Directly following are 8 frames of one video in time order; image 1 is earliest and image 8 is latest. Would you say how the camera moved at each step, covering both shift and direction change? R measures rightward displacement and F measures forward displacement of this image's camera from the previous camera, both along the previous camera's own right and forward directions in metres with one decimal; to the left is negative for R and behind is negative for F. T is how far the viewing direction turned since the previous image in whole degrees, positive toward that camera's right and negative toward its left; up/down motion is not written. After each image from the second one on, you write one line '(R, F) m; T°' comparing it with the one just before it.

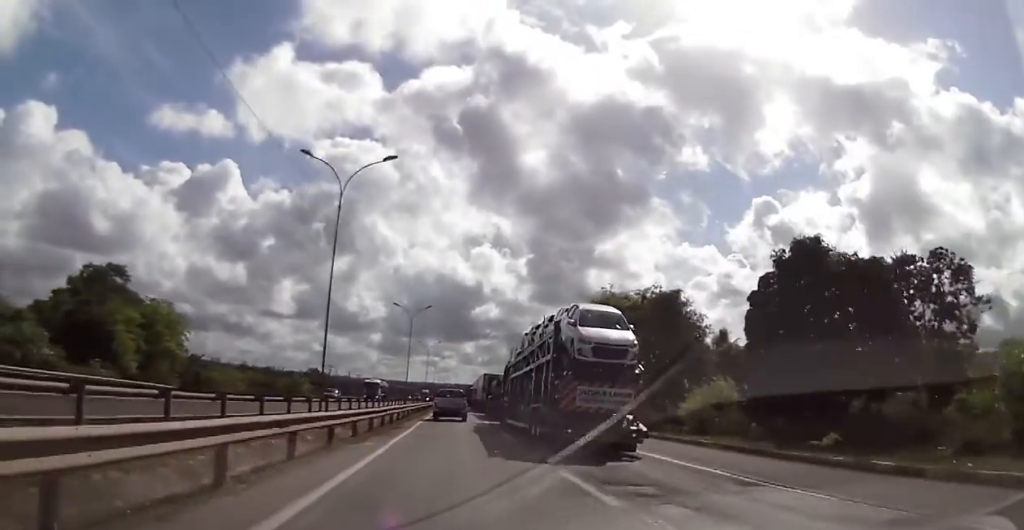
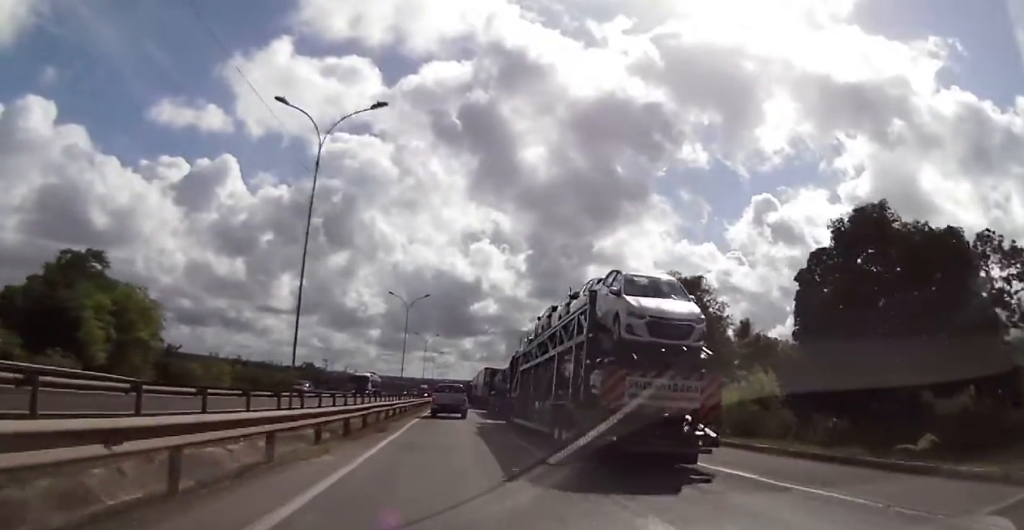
(0.0, +6.0) m; 0°
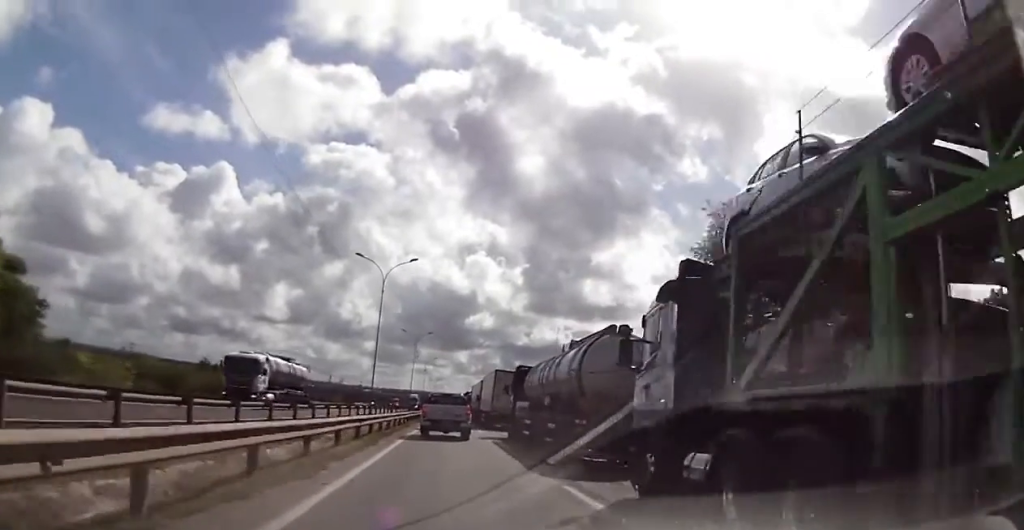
(-0.2, +28.4) m; -1°
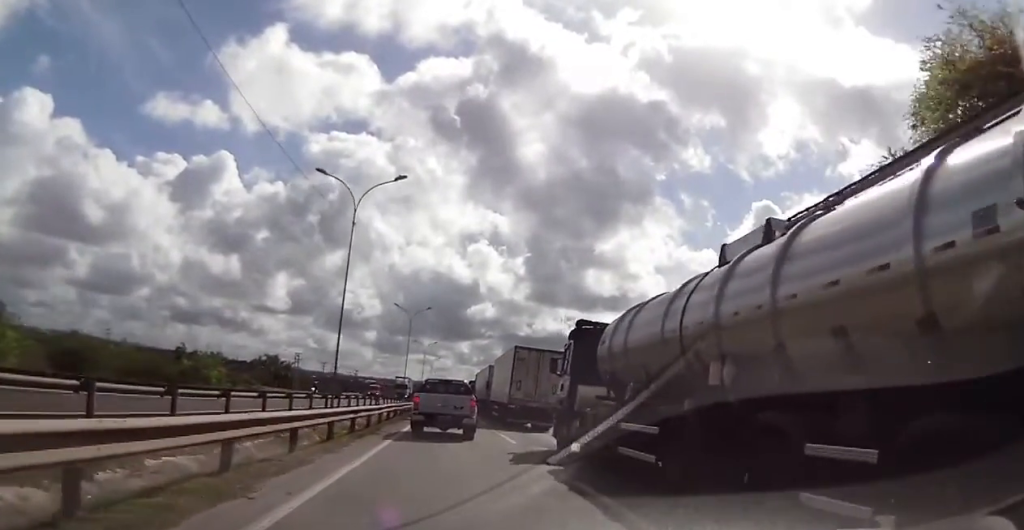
(+0.6, +19.9) m; +1°
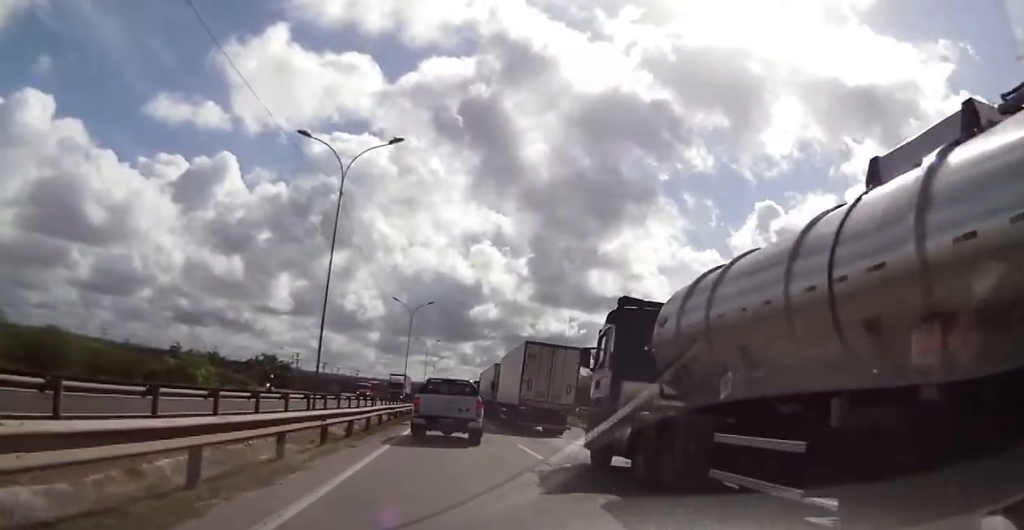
(-0.4, +5.8) m; 0°
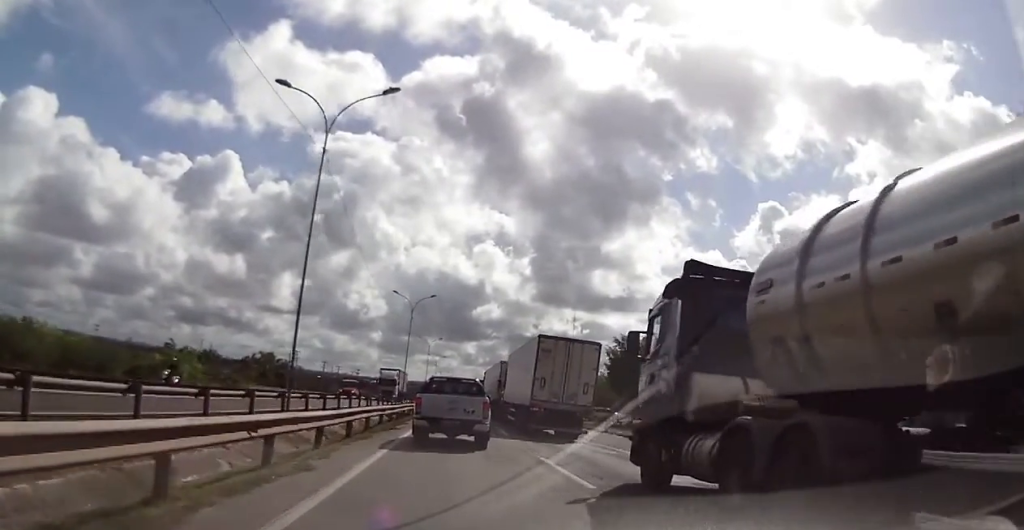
(+0.2, +5.4) m; +2°
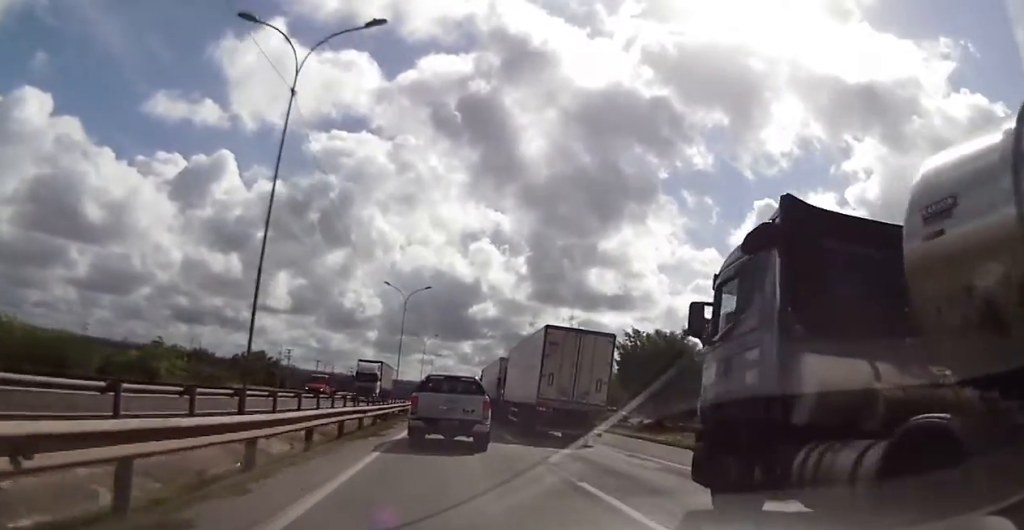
(+0.2, +5.1) m; +1°
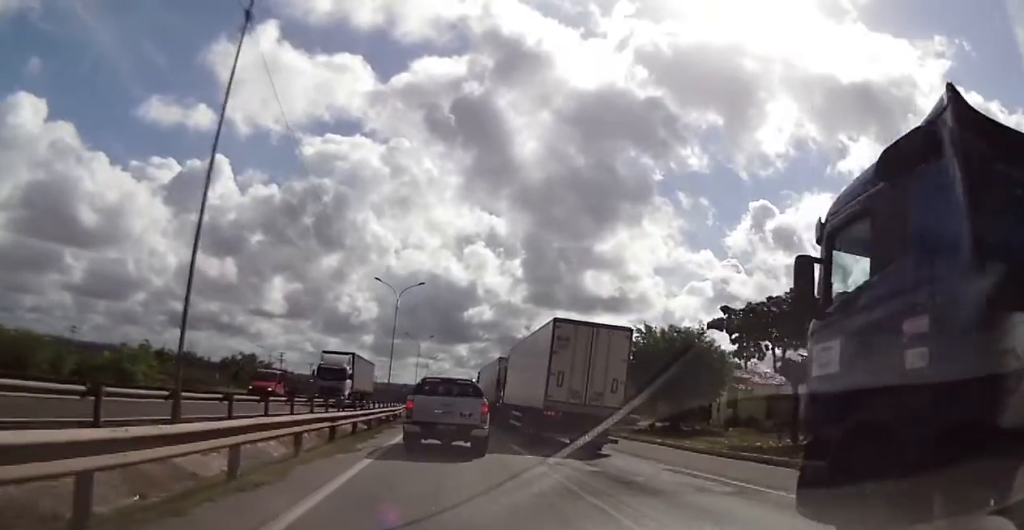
(+0.1, +4.8) m; -3°
